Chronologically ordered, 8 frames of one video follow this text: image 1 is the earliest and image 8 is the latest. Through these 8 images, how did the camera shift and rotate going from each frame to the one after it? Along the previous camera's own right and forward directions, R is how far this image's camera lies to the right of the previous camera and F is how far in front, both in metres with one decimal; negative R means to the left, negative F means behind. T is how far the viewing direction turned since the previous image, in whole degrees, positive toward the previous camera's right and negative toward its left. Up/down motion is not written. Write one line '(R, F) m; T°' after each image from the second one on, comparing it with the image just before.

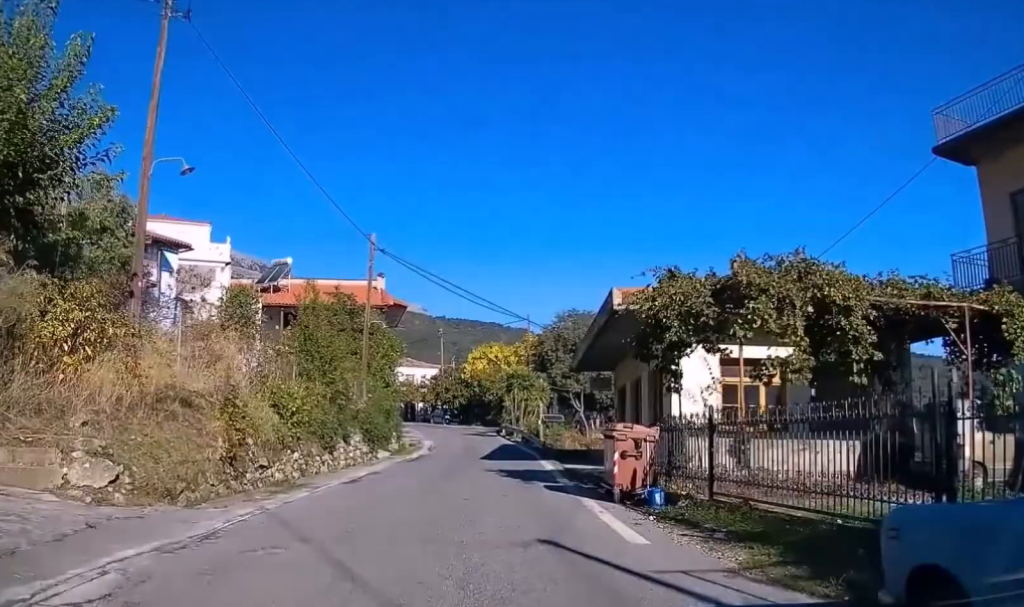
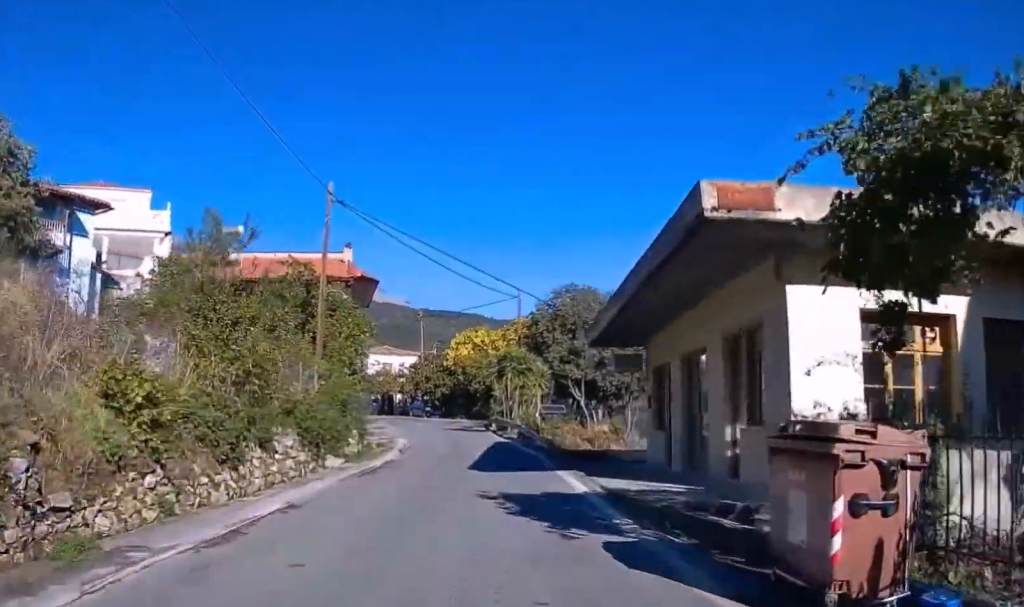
(+0.1, +7.8) m; +2°
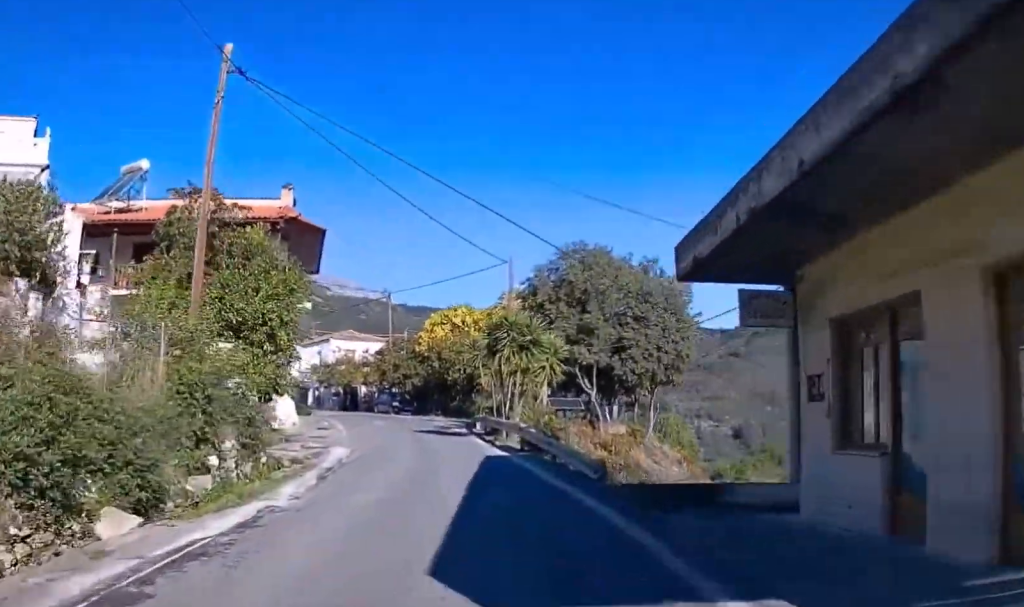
(+0.3, +12.3) m; 0°
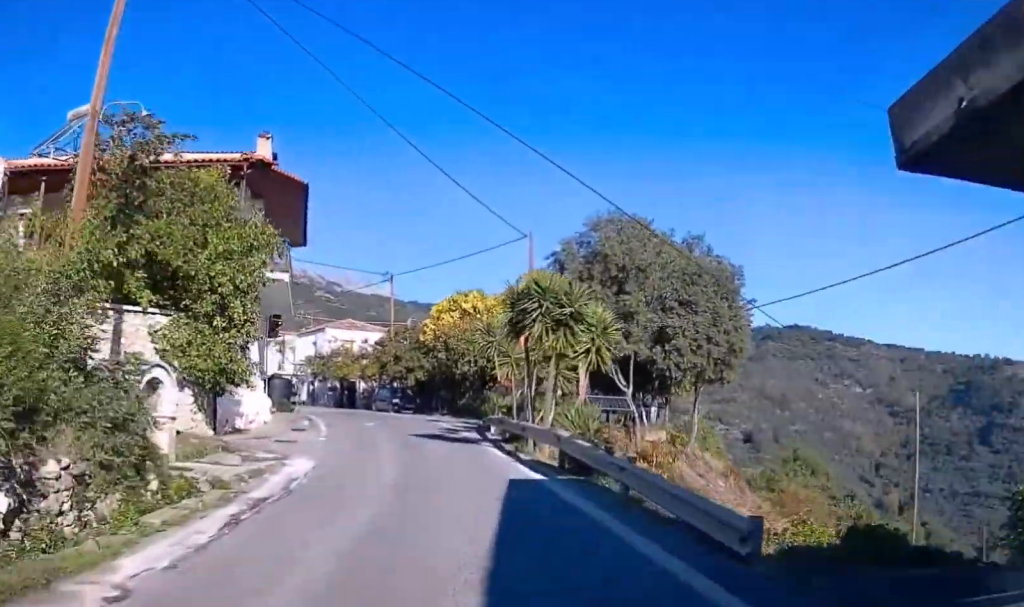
(0.0, +6.4) m; -1°
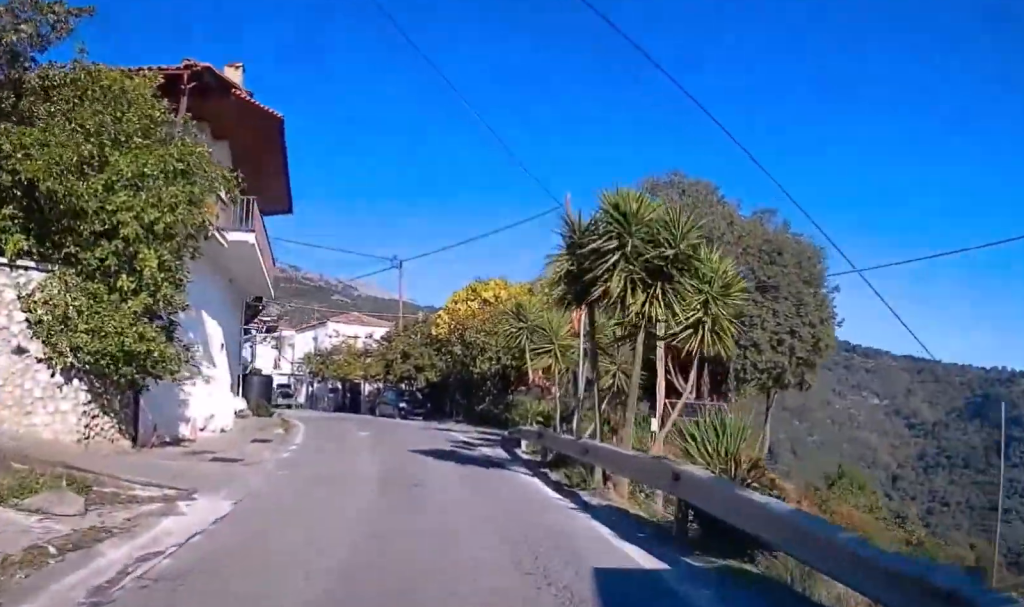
(-0.2, +7.1) m; -1°
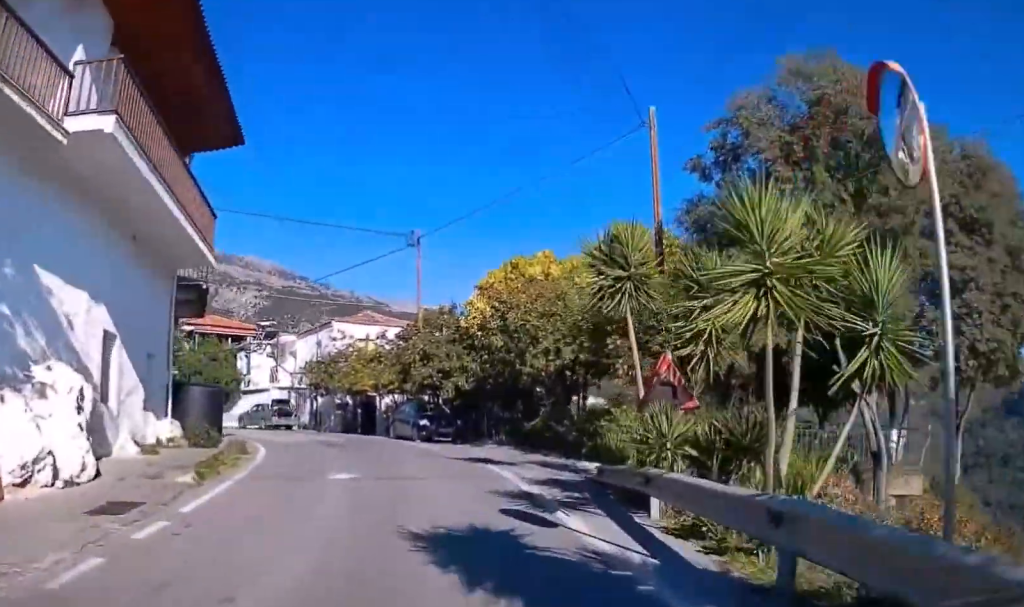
(-0.1, +10.1) m; -4°
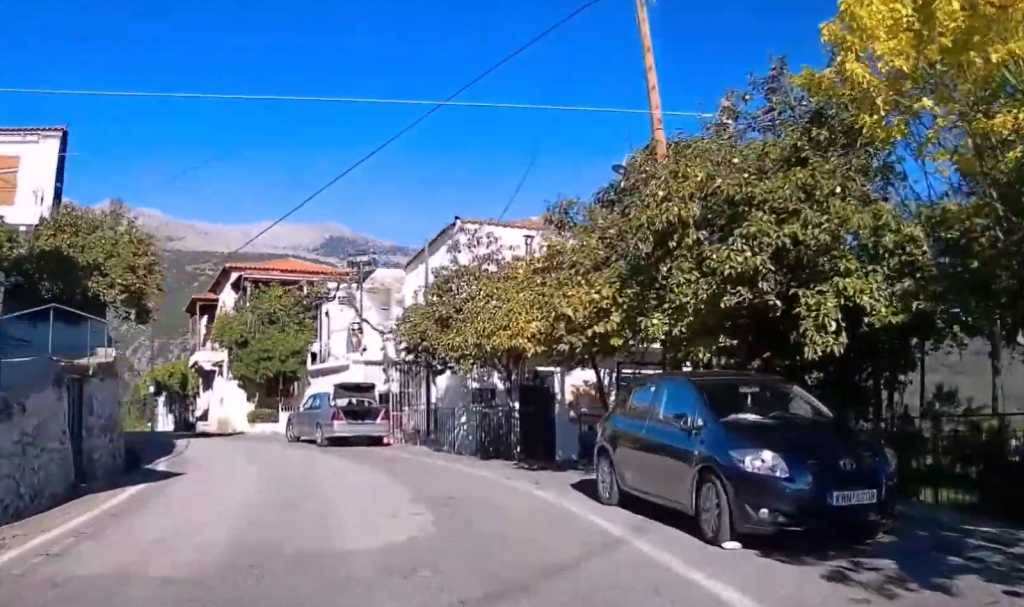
(-1.8, +22.1) m; -6°
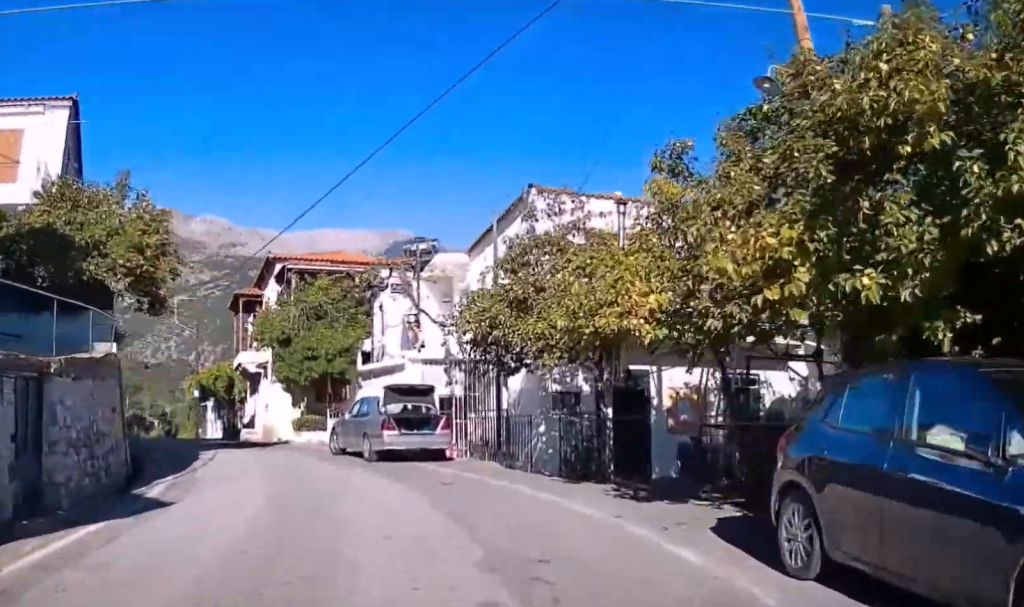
(0.0, +3.5) m; -4°
